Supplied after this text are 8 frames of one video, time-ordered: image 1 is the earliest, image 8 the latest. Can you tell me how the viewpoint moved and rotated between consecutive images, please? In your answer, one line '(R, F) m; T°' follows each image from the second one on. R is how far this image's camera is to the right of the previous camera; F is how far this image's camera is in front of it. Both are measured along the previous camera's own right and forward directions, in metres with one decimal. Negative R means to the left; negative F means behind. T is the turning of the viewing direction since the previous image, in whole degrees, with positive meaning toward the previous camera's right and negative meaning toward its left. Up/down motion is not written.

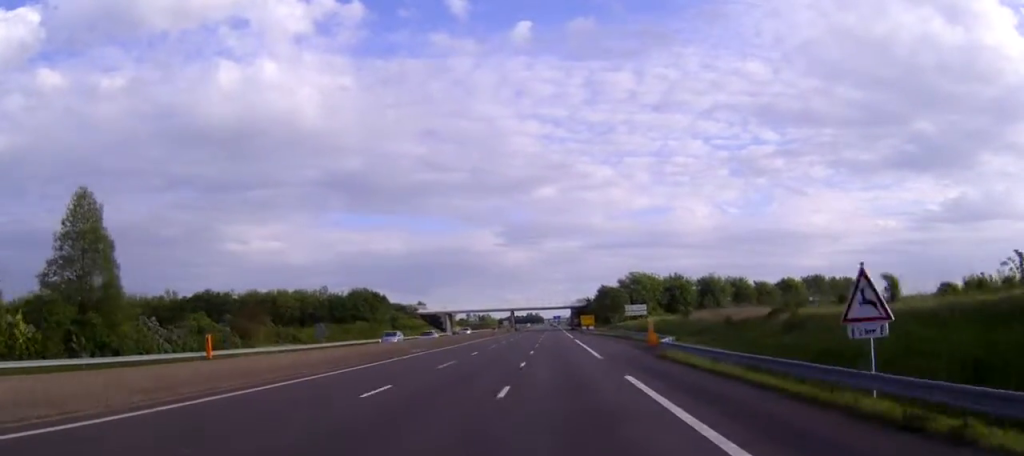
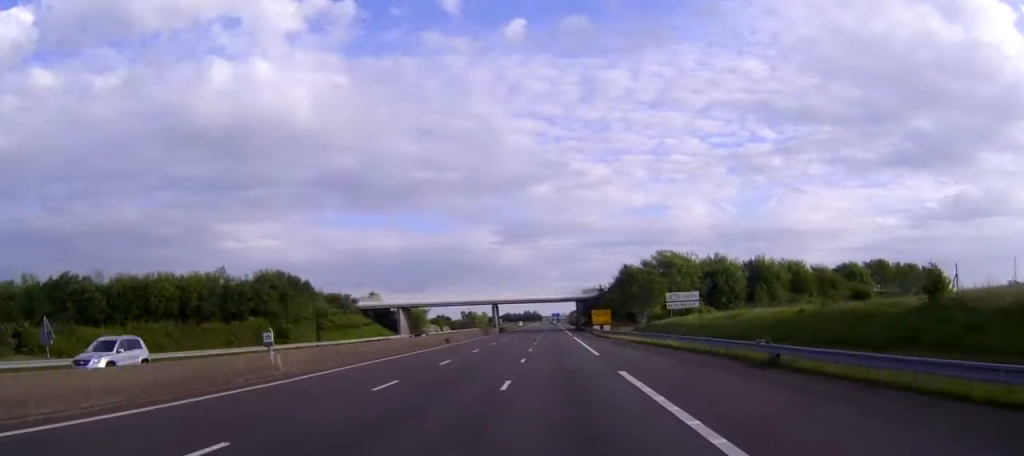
(-0.1, +50.4) m; 0°
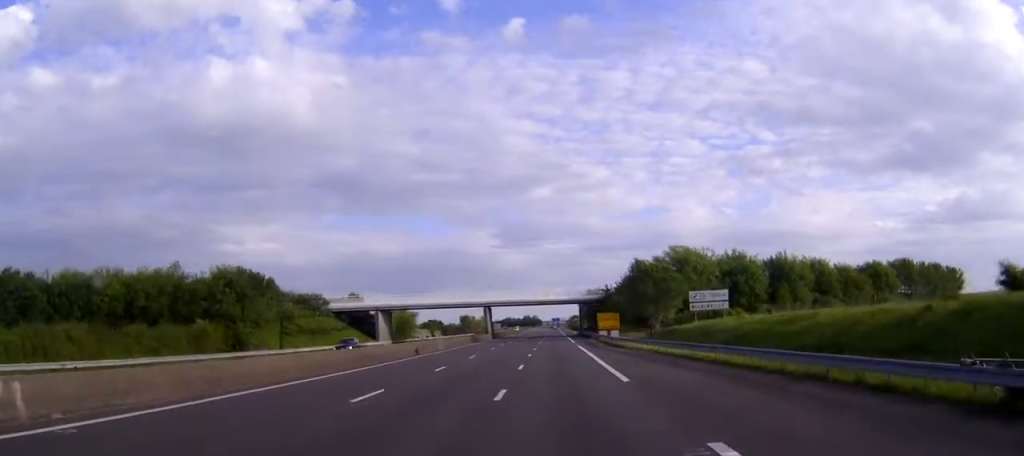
(0.0, +14.7) m; 0°
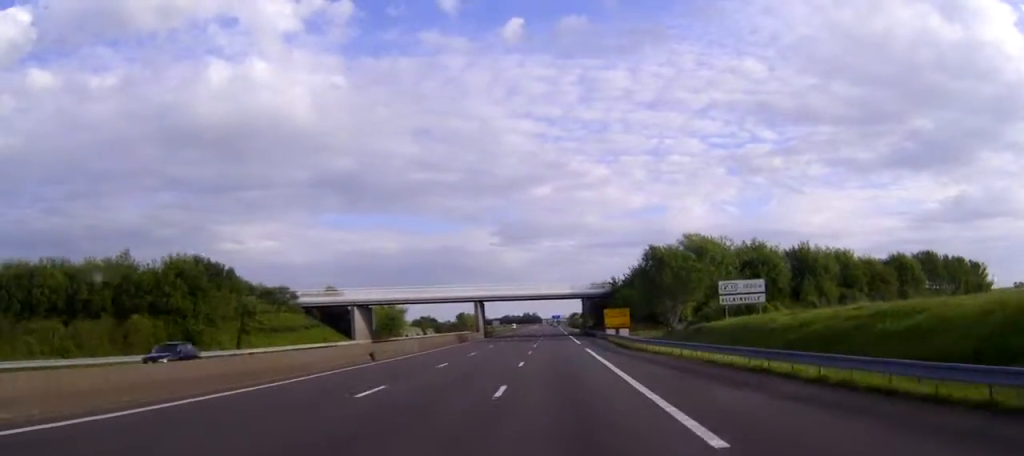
(0.0, +12.8) m; 0°
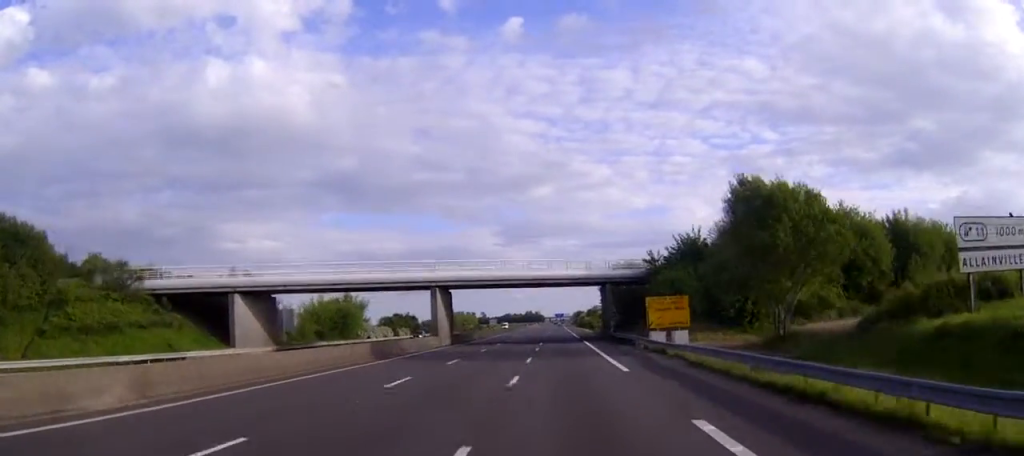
(0.0, +36.6) m; 0°
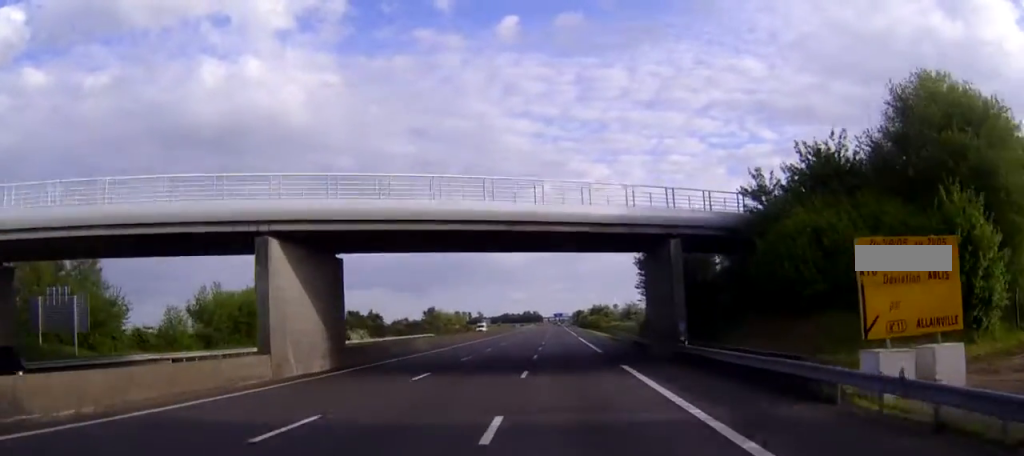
(-0.1, +35.8) m; 0°
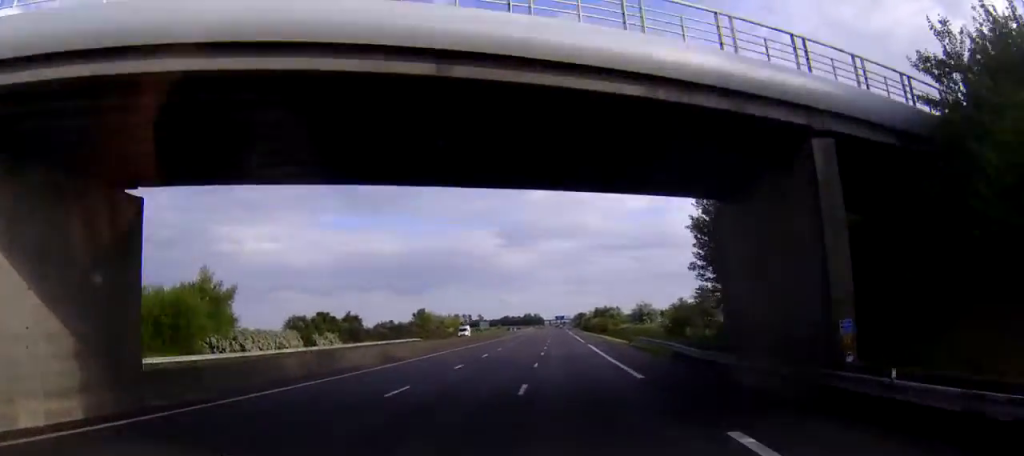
(0.0, +17.4) m; 0°
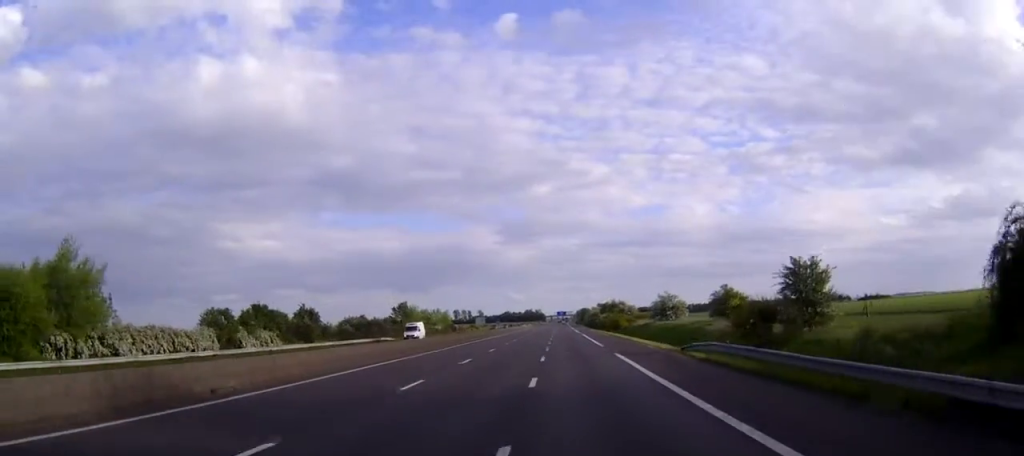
(0.0, +24.6) m; 0°
